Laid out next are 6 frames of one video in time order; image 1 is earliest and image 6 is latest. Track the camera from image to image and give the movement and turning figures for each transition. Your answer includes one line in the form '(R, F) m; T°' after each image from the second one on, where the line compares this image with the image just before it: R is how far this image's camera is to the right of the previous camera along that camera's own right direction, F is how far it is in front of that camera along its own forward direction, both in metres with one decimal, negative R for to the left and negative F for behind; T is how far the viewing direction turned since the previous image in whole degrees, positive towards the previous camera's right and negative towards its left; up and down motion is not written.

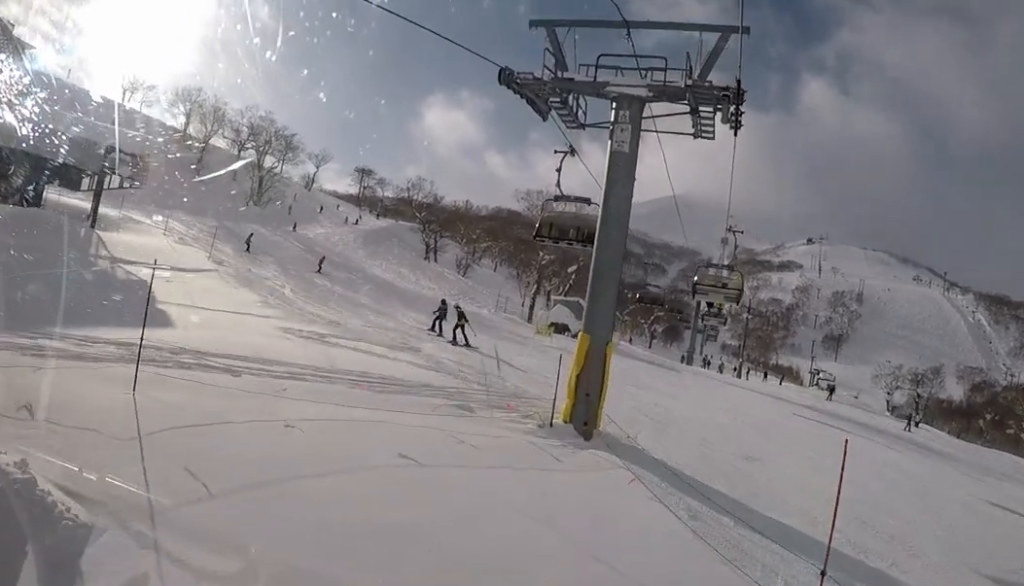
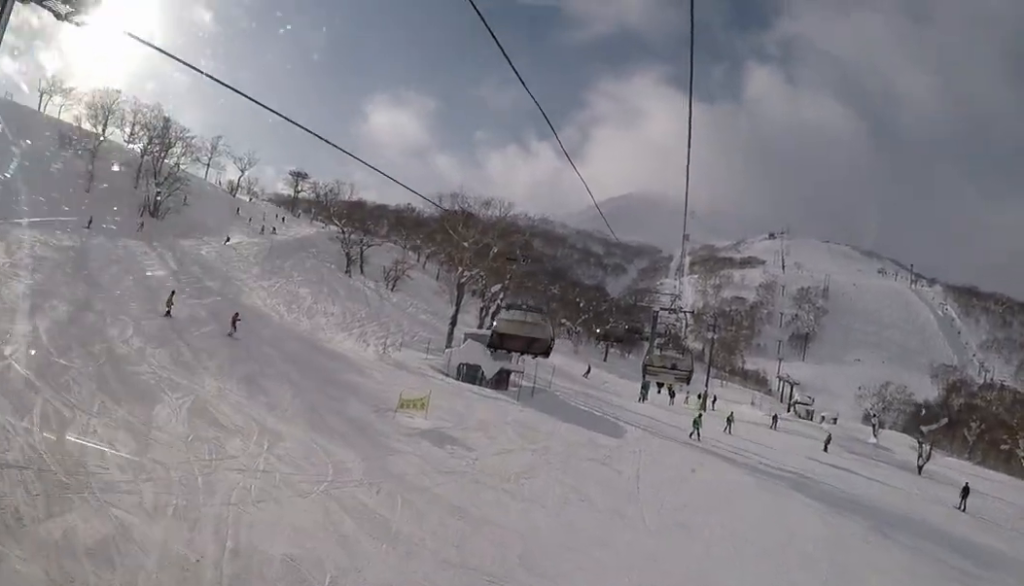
(+1.3, +15.0) m; +17°
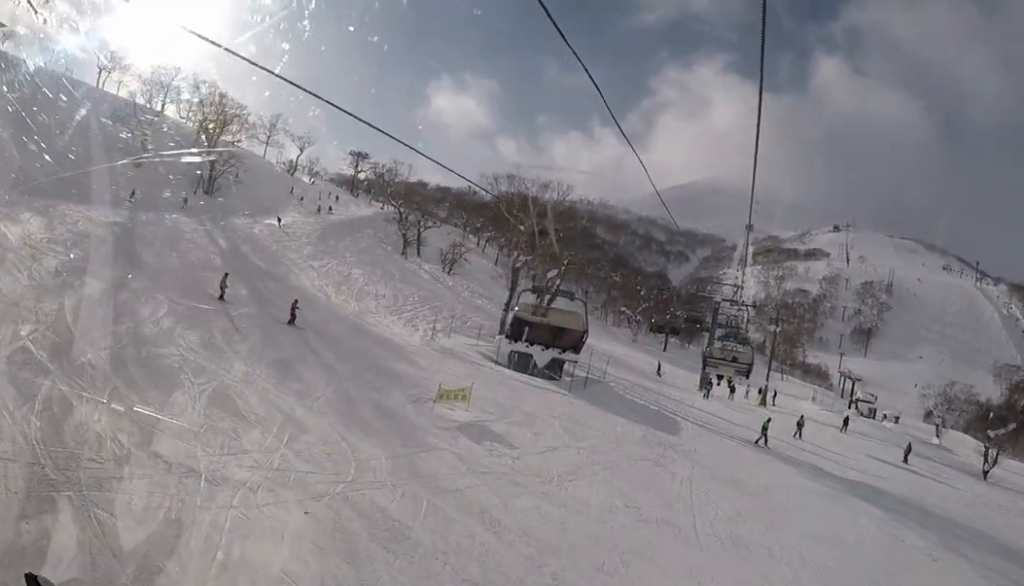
(+0.5, +2.2) m; -2°
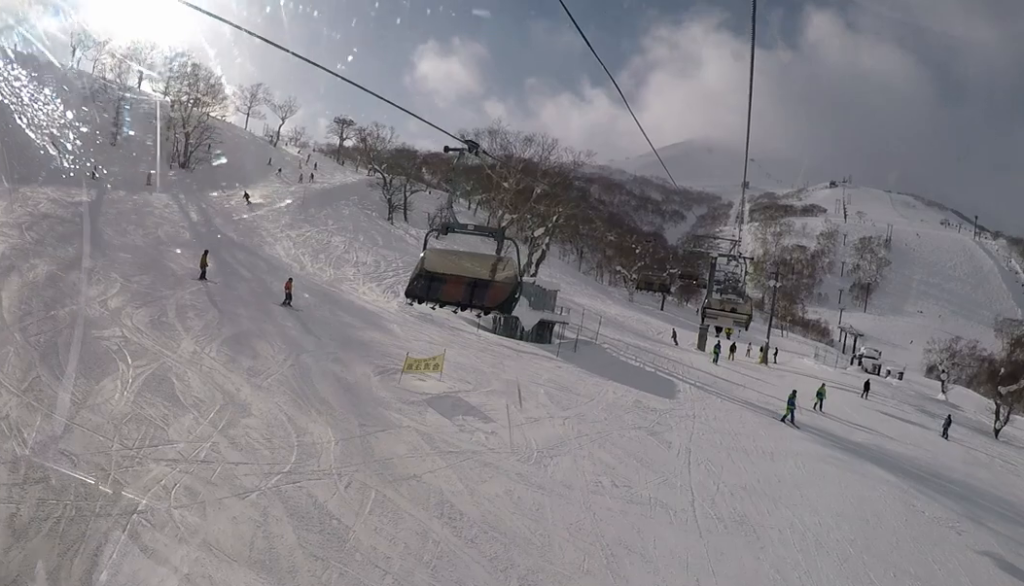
(-0.2, +3.1) m; -6°
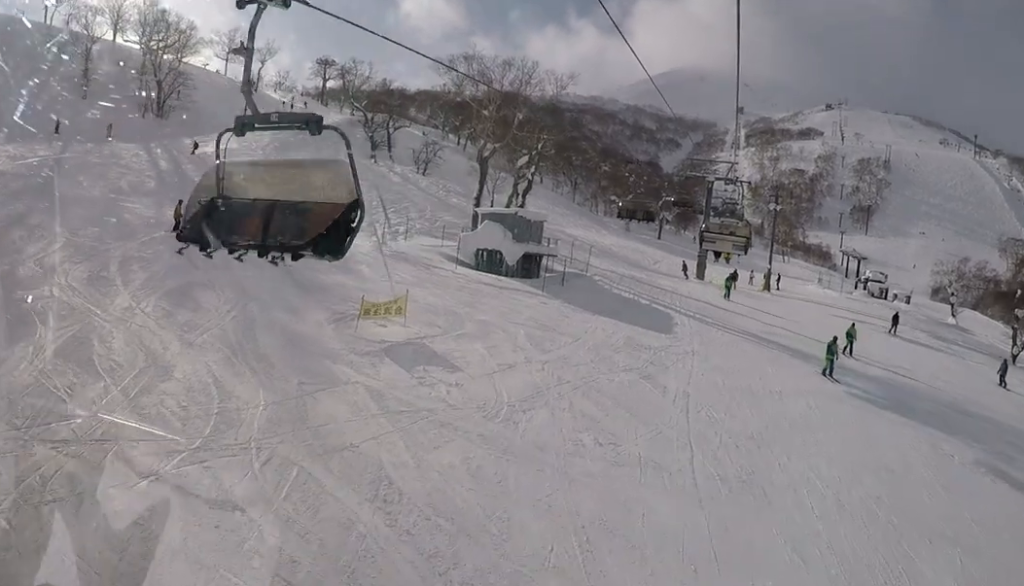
(-0.5, +3.1) m; -9°
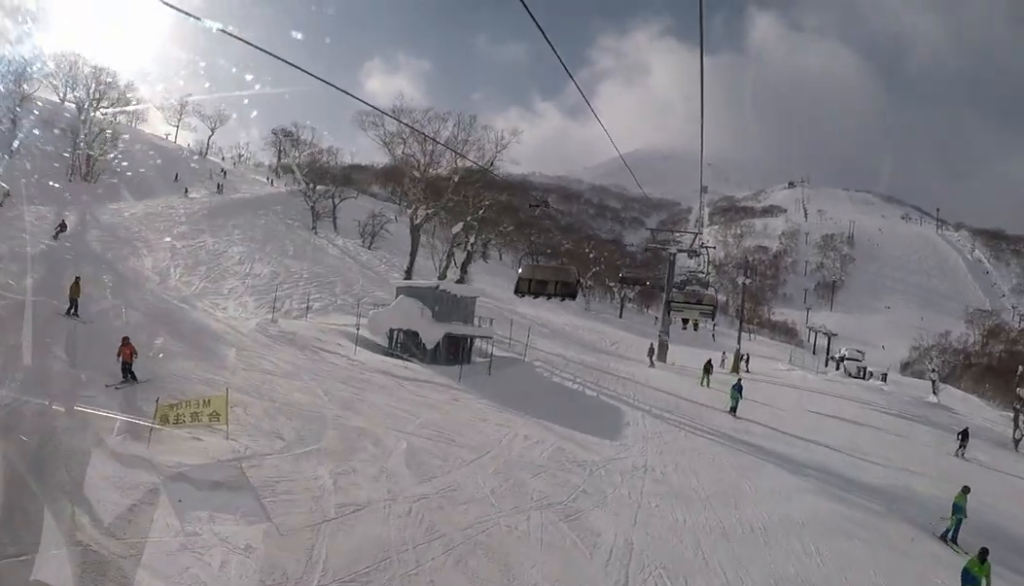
(-0.1, +7.4) m; -1°
